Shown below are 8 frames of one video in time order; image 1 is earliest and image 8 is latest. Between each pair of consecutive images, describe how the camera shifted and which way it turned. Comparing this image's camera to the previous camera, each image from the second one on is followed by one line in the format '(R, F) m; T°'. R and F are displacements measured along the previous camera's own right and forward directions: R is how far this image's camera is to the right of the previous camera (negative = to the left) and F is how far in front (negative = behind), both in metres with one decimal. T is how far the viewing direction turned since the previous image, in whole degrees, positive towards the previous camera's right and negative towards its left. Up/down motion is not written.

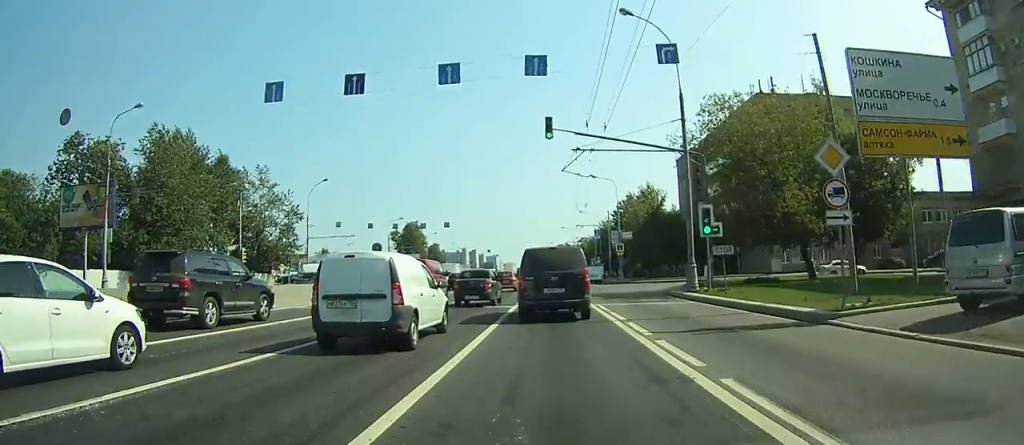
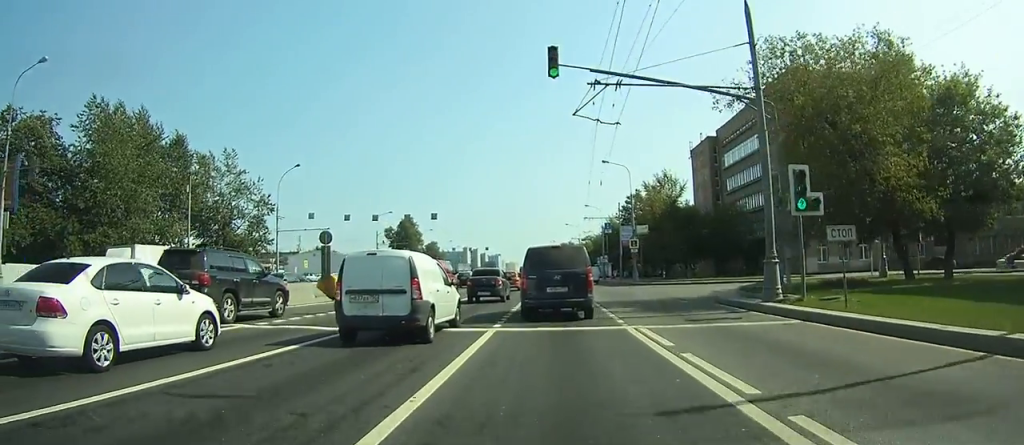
(0.0, +9.8) m; 0°
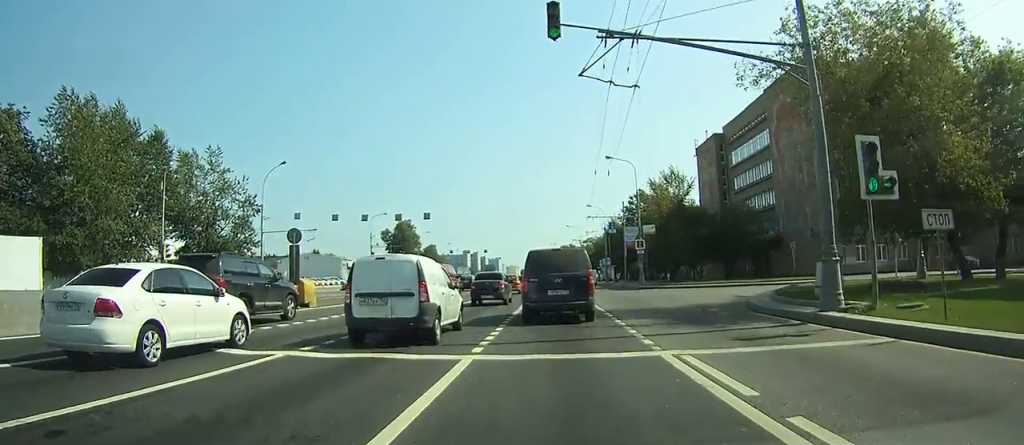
(0.0, +4.0) m; 0°
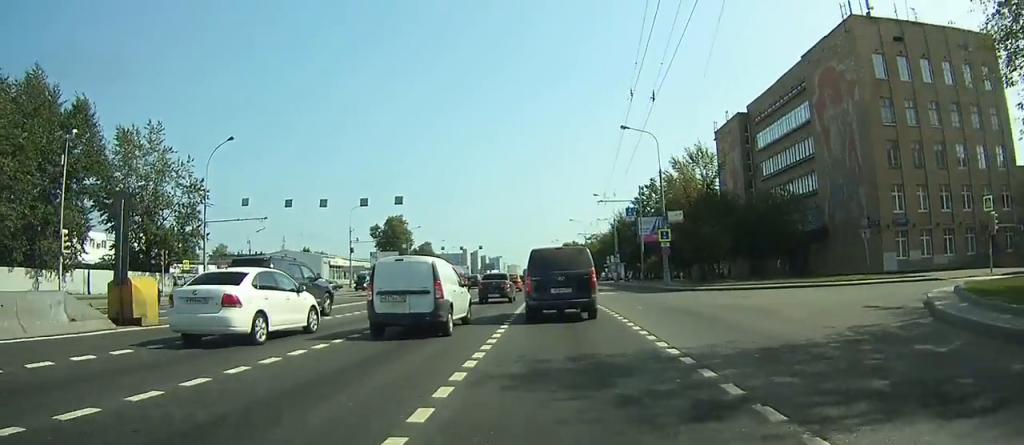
(-0.1, +11.8) m; 0°
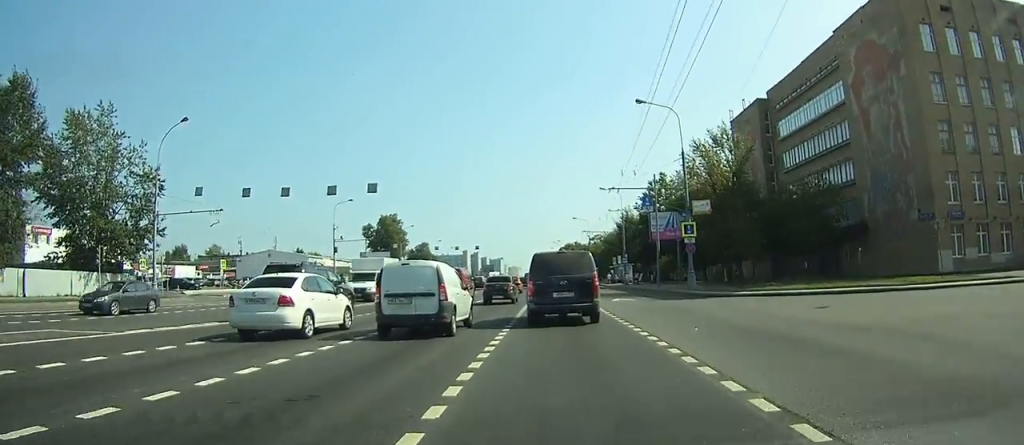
(0.0, +7.7) m; 0°
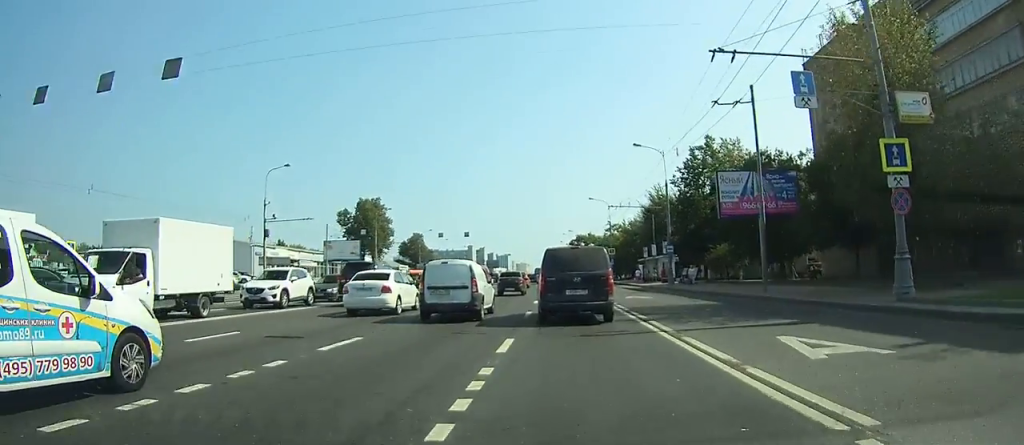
(0.0, +23.7) m; 0°
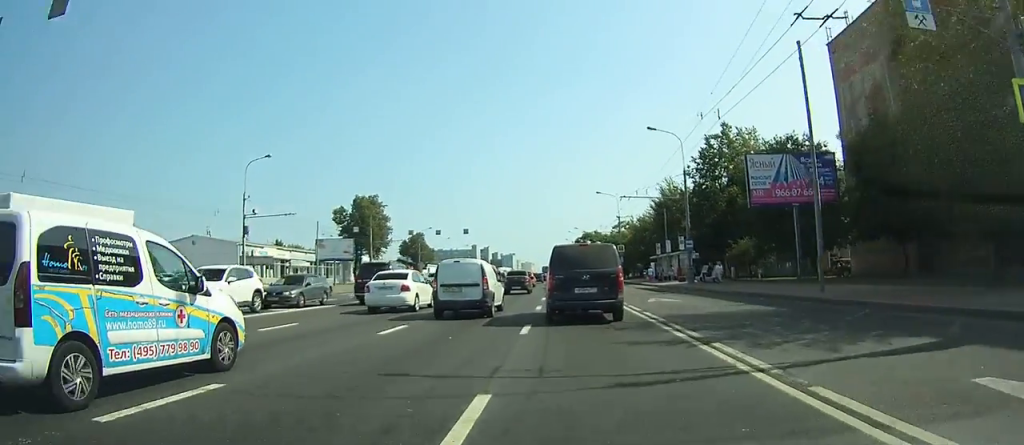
(0.0, +5.6) m; 0°
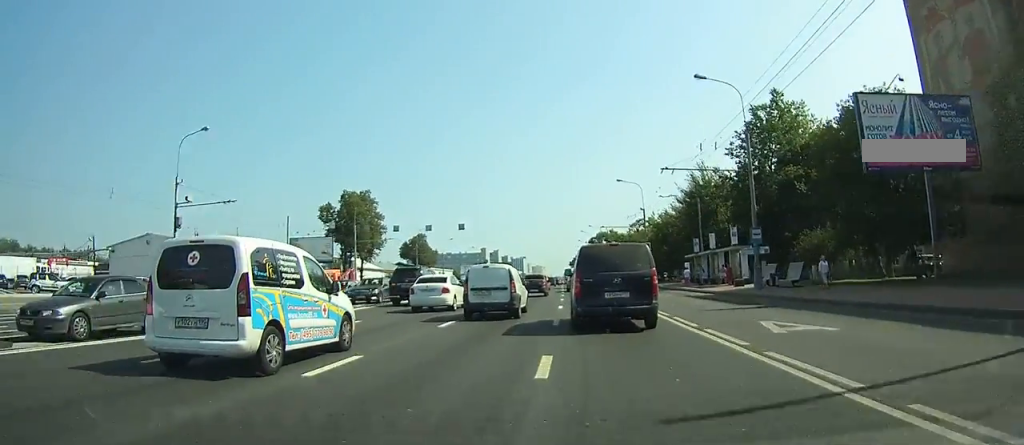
(0.0, +13.1) m; -1°
